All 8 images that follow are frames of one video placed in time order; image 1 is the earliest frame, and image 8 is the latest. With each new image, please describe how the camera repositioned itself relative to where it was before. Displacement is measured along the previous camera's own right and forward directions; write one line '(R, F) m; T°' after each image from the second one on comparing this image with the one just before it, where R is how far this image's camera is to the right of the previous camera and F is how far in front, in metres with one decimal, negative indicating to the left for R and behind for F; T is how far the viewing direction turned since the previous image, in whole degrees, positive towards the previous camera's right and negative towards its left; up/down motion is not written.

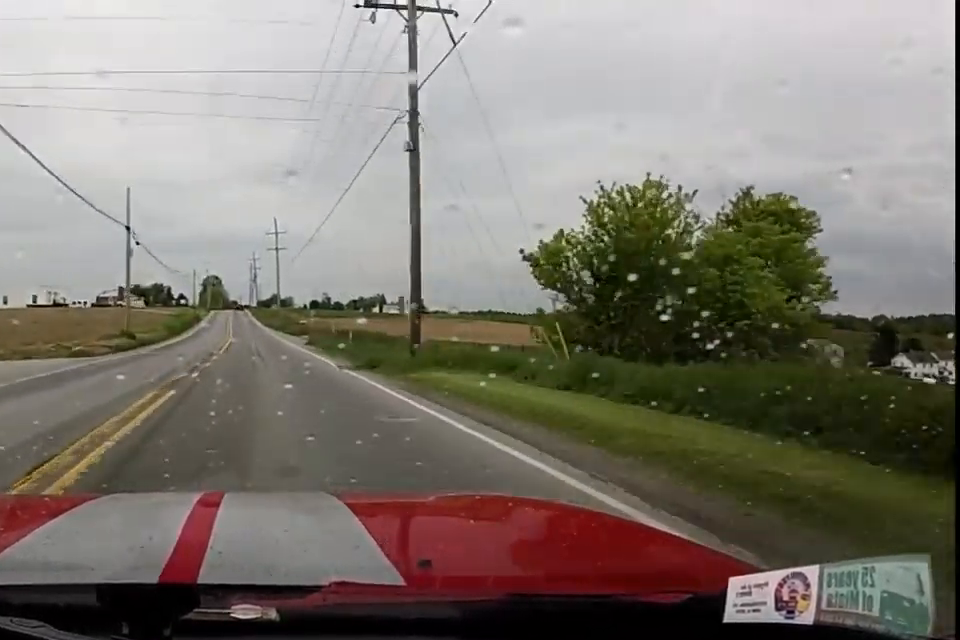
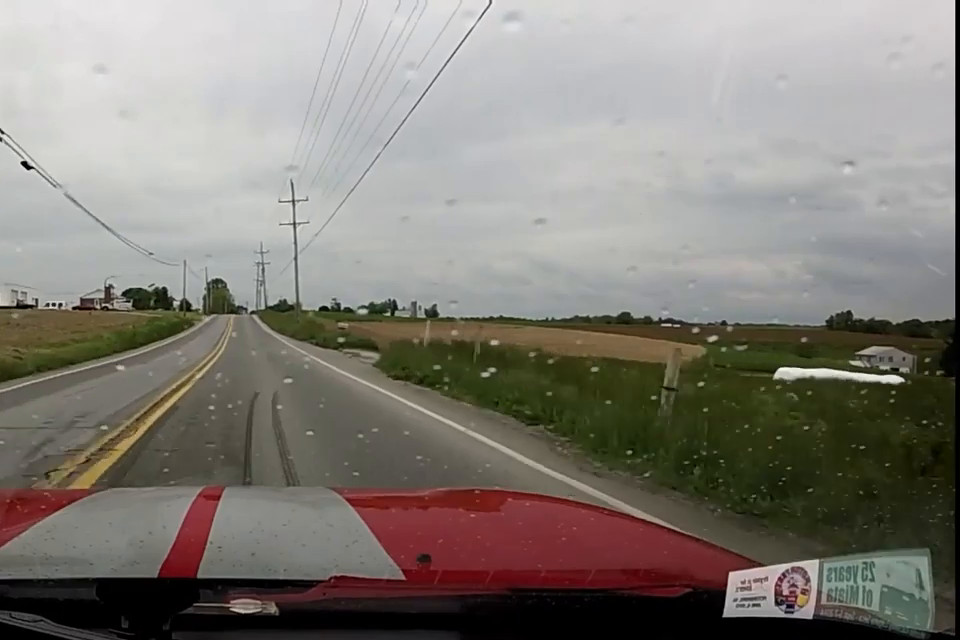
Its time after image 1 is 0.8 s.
(+0.1, +21.2) m; -1°
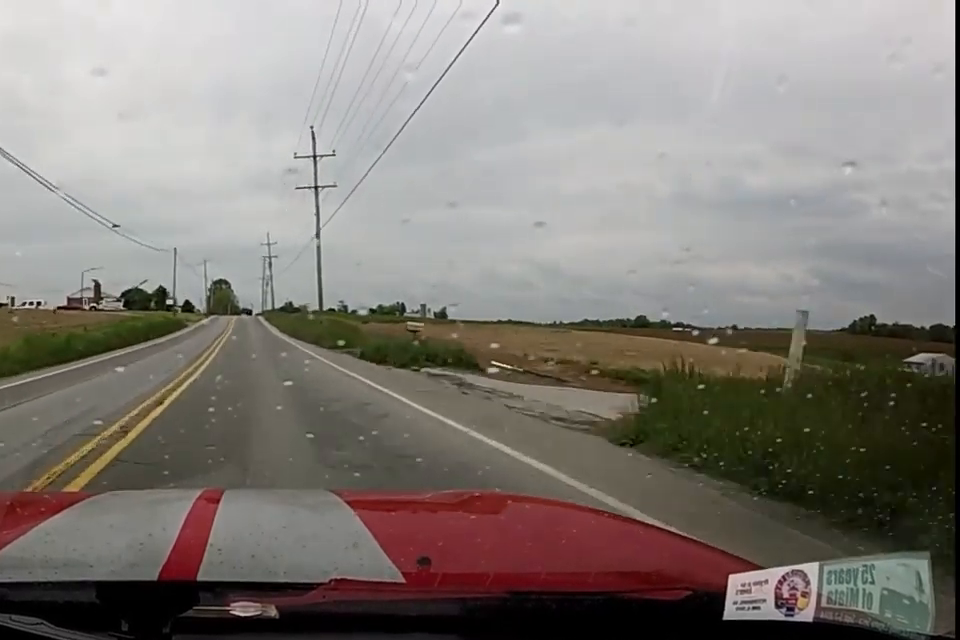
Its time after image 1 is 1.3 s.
(-0.3, +13.6) m; -1°
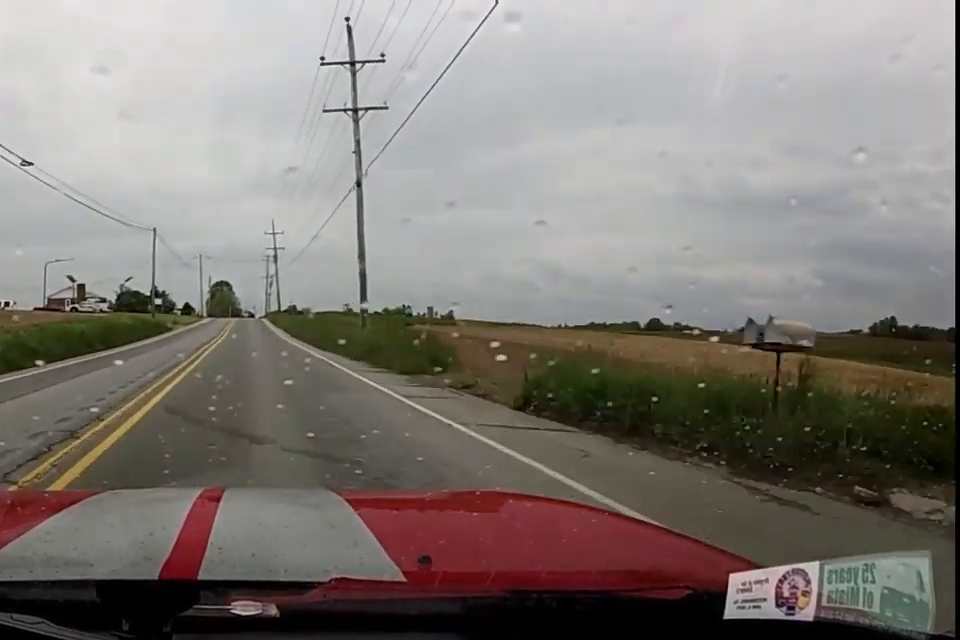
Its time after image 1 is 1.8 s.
(-0.2, +13.6) m; -1°
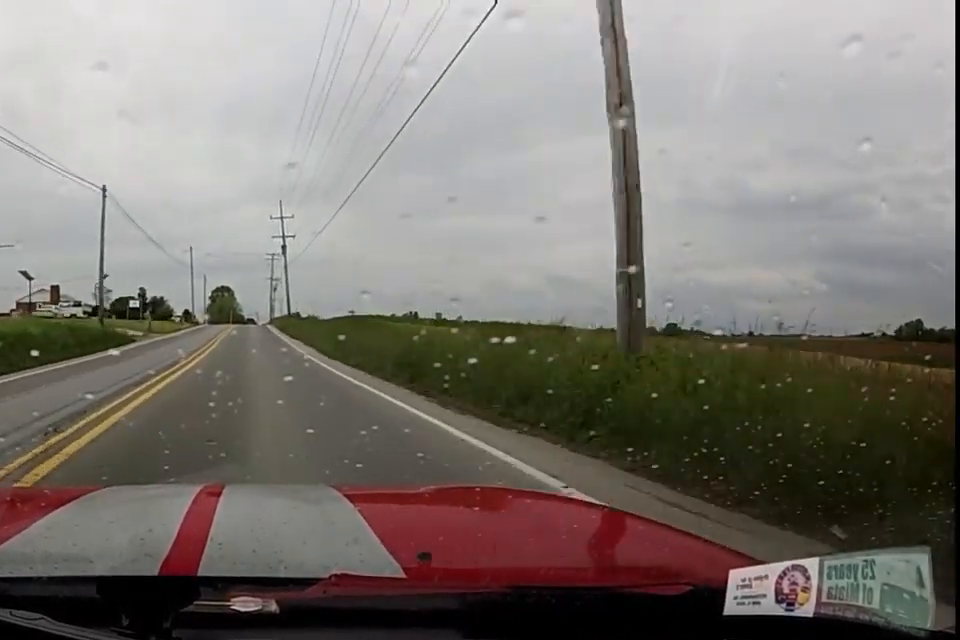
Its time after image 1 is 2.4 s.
(0.0, +16.3) m; +1°
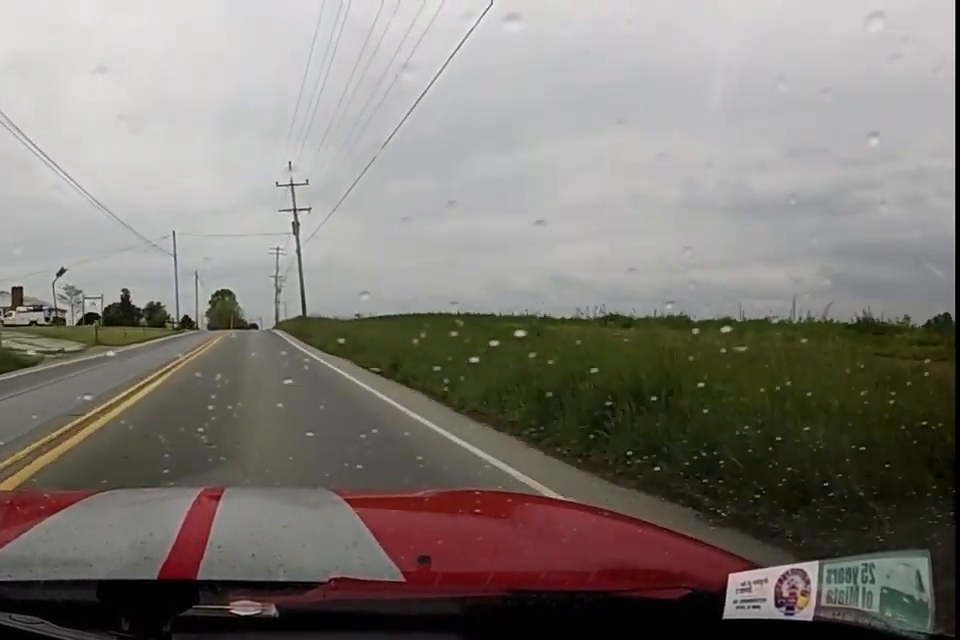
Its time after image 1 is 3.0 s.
(-0.1, +16.3) m; +1°
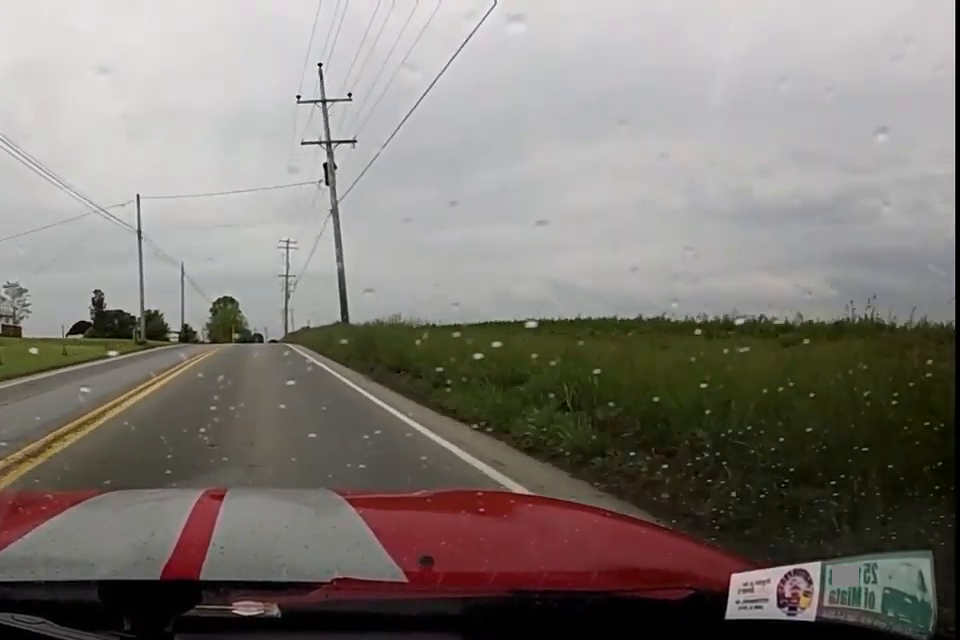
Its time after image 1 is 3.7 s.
(+0.5, +19.4) m; +1°
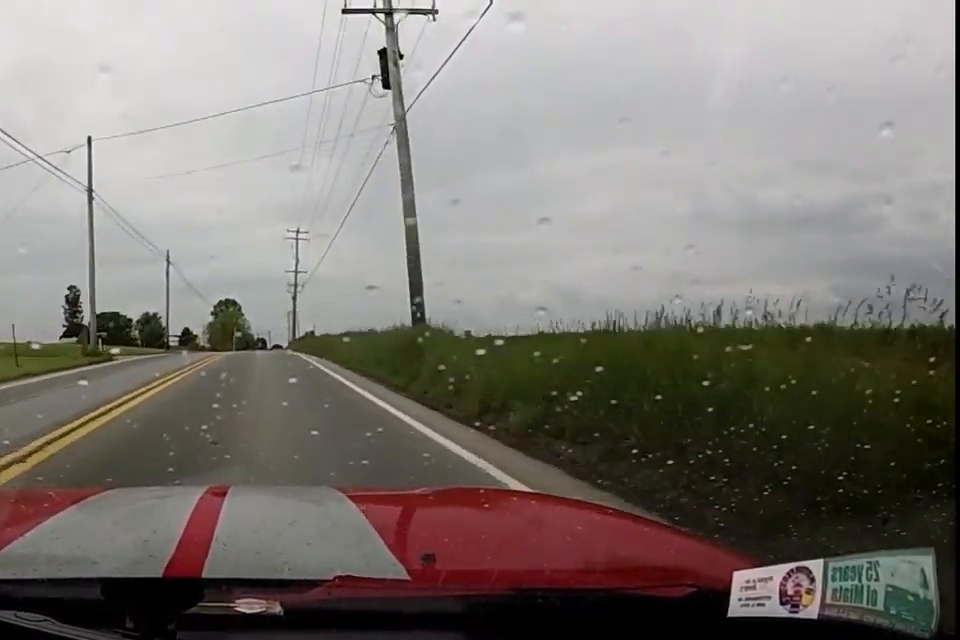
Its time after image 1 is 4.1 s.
(+0.1, +12.1) m; 0°
